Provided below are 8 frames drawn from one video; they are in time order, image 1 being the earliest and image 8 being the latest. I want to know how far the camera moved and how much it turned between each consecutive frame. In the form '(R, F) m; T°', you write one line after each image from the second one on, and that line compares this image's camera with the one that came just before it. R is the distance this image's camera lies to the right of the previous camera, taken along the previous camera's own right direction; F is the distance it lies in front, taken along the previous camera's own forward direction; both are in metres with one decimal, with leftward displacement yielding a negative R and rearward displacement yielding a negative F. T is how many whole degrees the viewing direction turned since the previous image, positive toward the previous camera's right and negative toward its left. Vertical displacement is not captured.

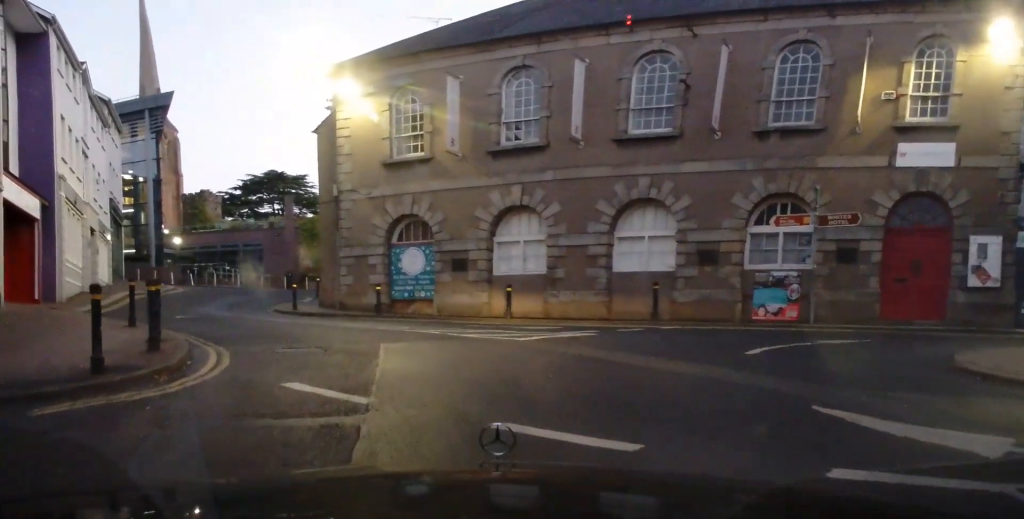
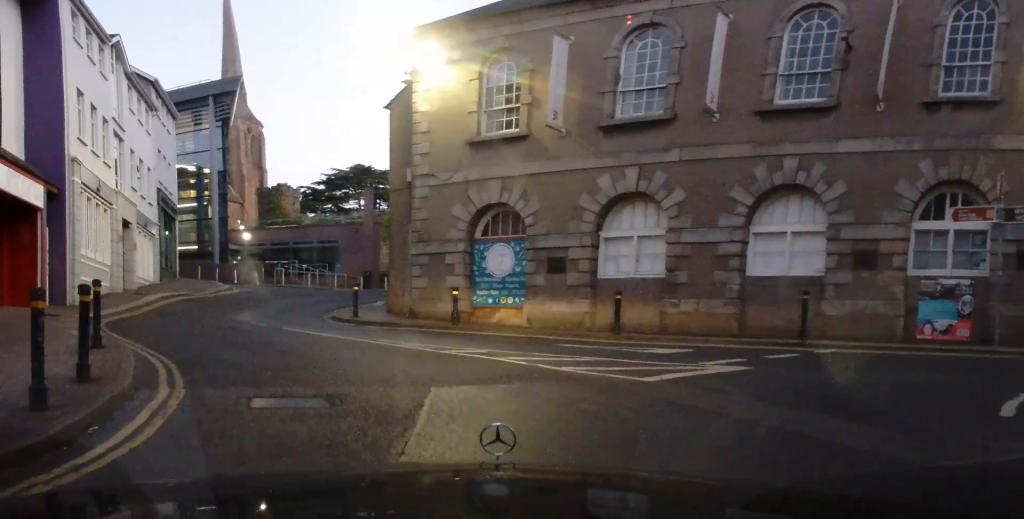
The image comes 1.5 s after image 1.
(-0.5, +4.4) m; -2°
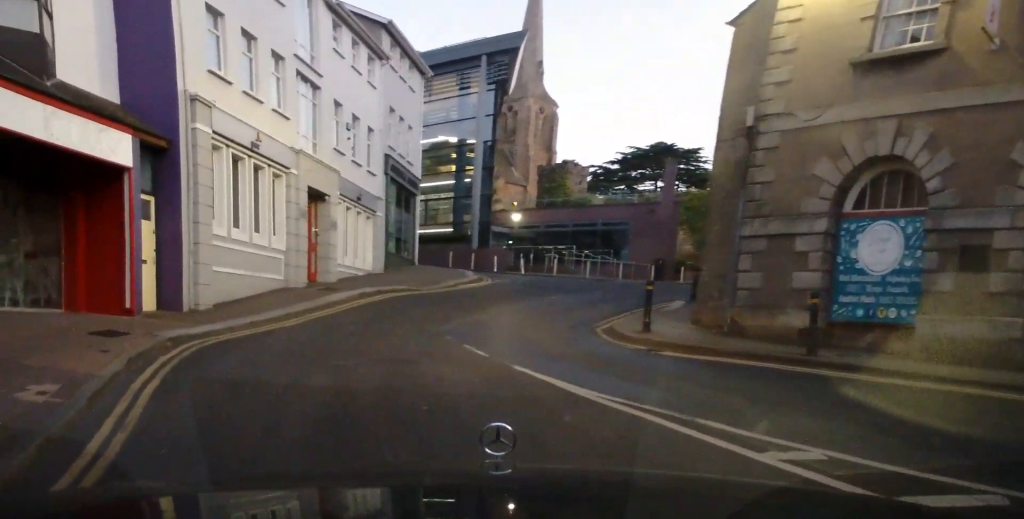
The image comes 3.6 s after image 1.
(-1.2, +7.5) m; -25°
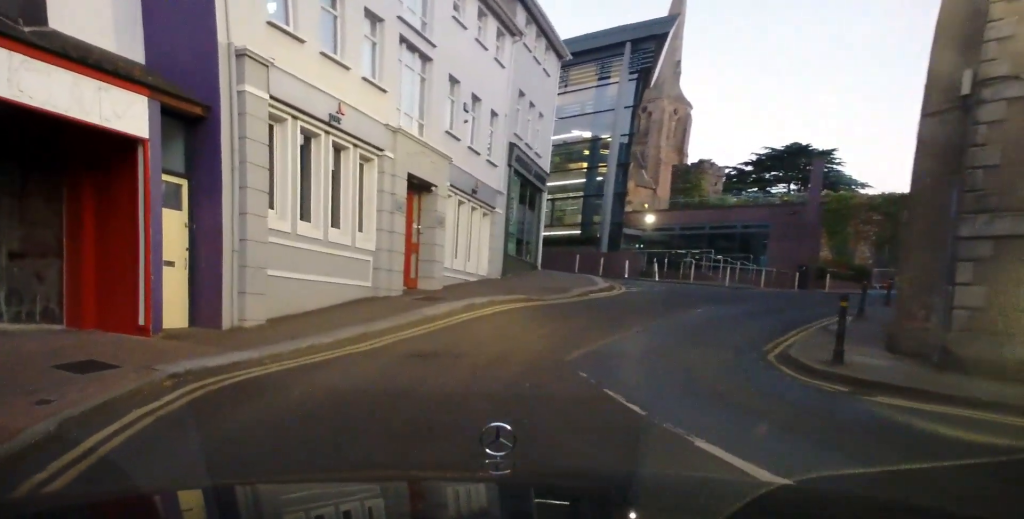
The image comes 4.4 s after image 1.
(-0.3, +3.6) m; -8°
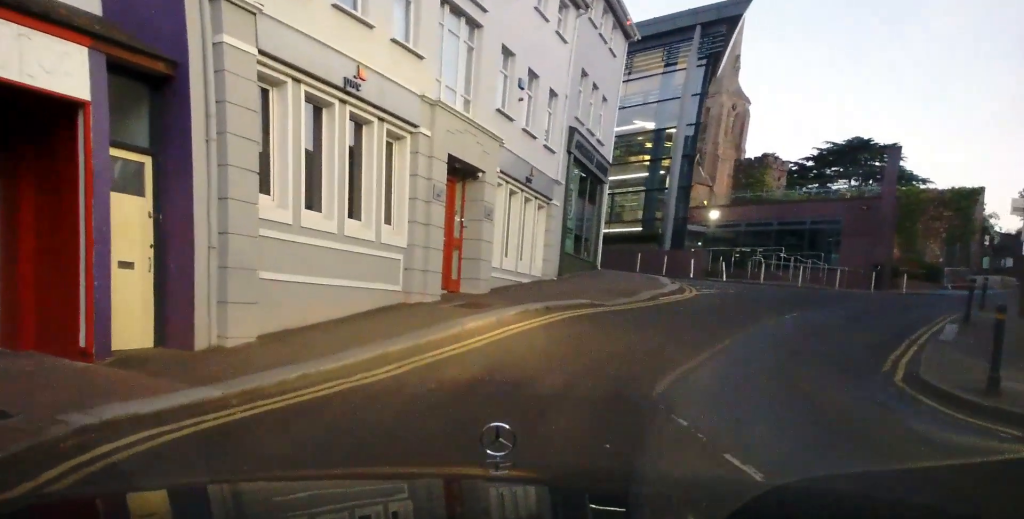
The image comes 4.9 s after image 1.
(-0.1, +2.7) m; 0°
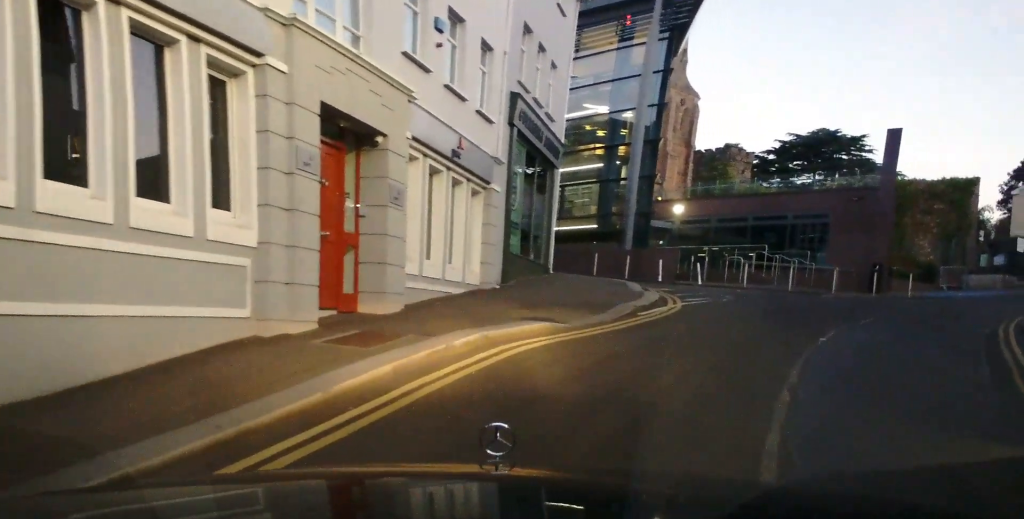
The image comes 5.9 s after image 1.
(+0.1, +4.8) m; +7°
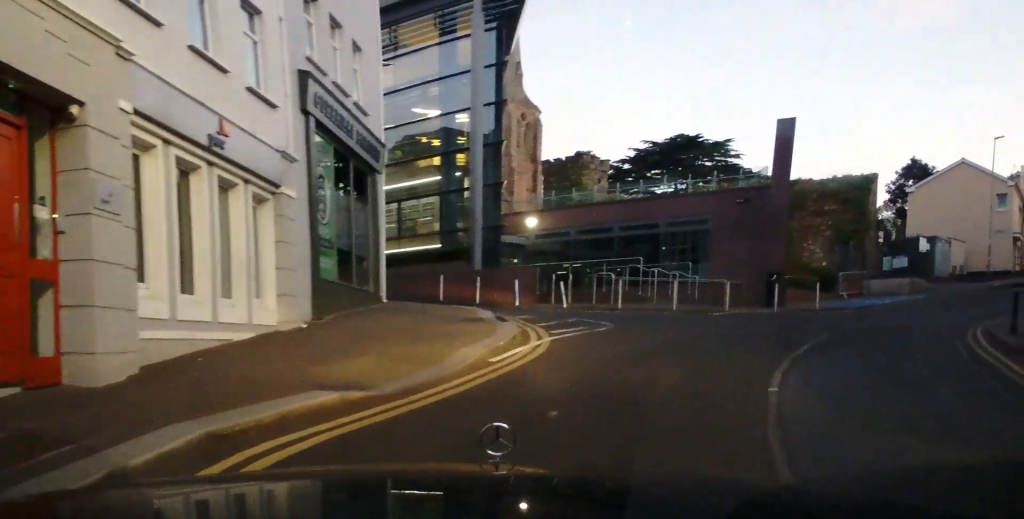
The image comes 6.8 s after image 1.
(+0.3, +3.9) m; +8°
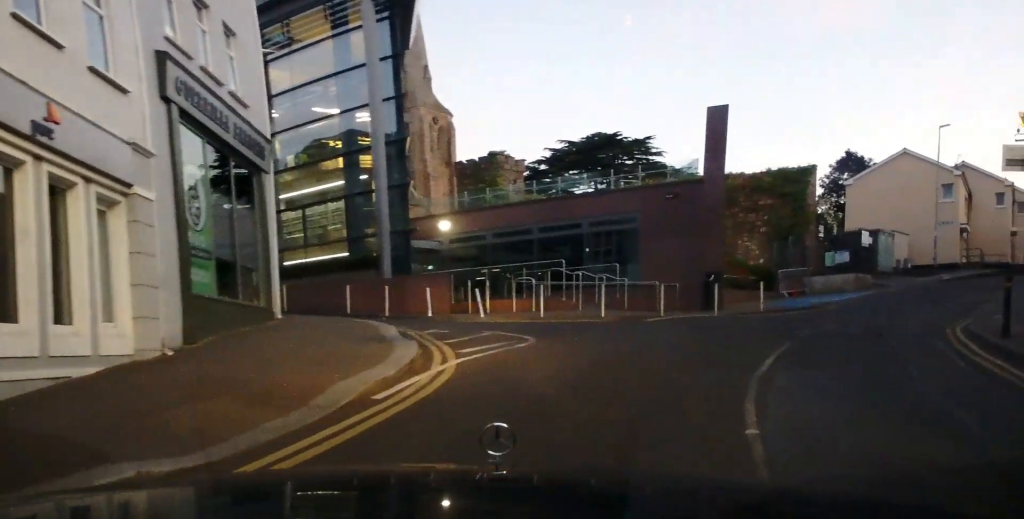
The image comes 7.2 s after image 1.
(+0.2, +2.0) m; +3°
